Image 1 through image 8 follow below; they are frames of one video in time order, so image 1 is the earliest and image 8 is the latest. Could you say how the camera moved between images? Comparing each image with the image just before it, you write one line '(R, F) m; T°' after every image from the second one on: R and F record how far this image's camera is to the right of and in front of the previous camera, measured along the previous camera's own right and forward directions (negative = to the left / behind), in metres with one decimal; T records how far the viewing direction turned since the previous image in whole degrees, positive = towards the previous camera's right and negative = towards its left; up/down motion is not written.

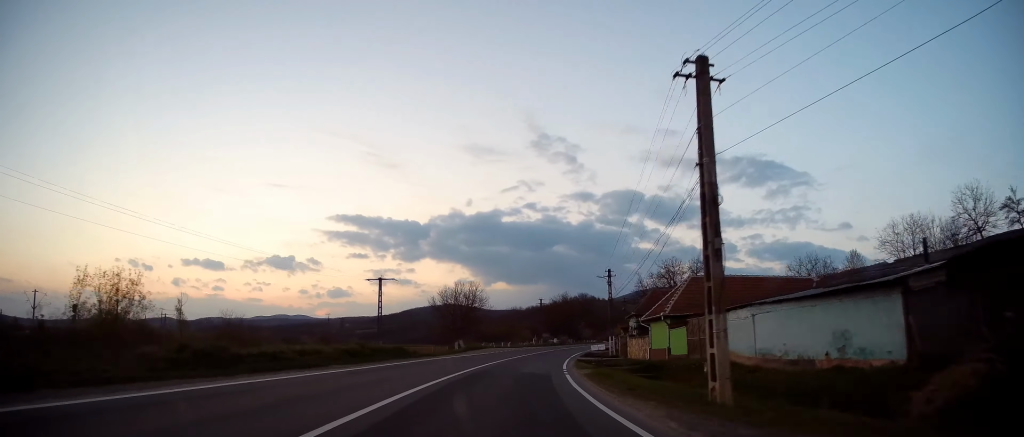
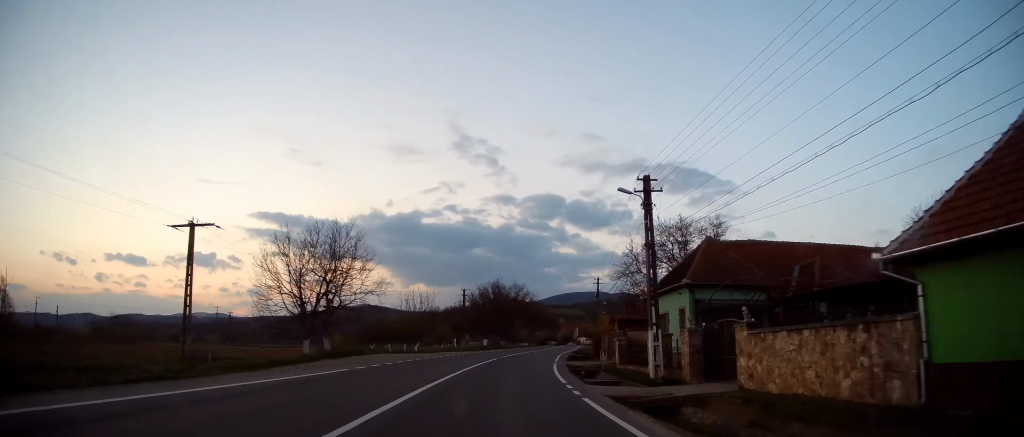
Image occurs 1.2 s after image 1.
(+1.2, +30.5) m; +6°
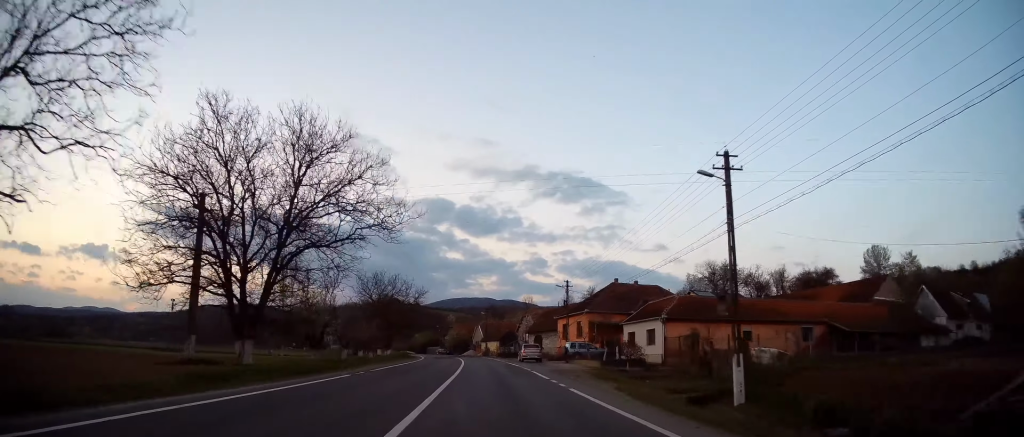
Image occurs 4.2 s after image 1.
(+10.1, +69.9) m; +15°
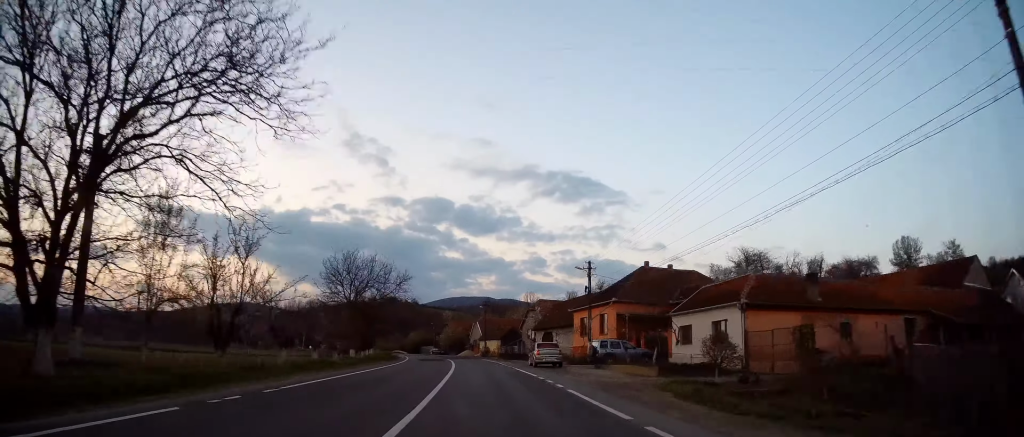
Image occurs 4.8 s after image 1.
(+0.2, +12.1) m; 0°
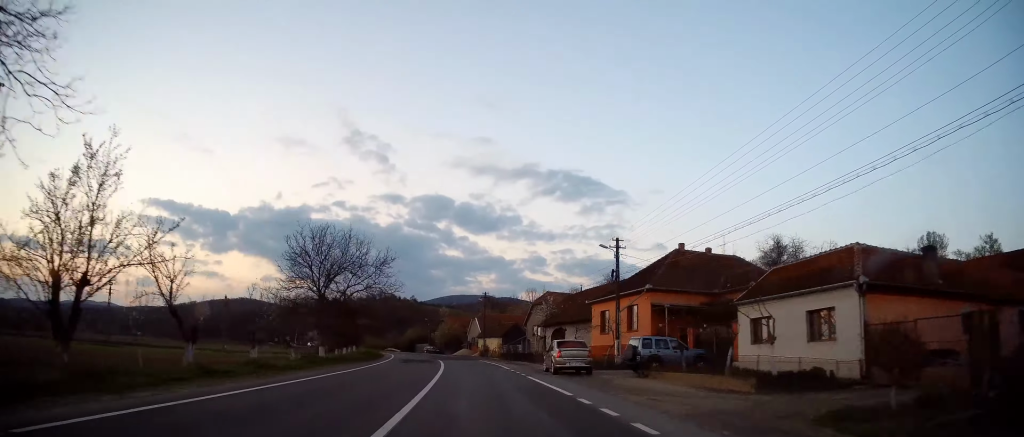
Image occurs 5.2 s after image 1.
(+0.2, +9.1) m; 0°
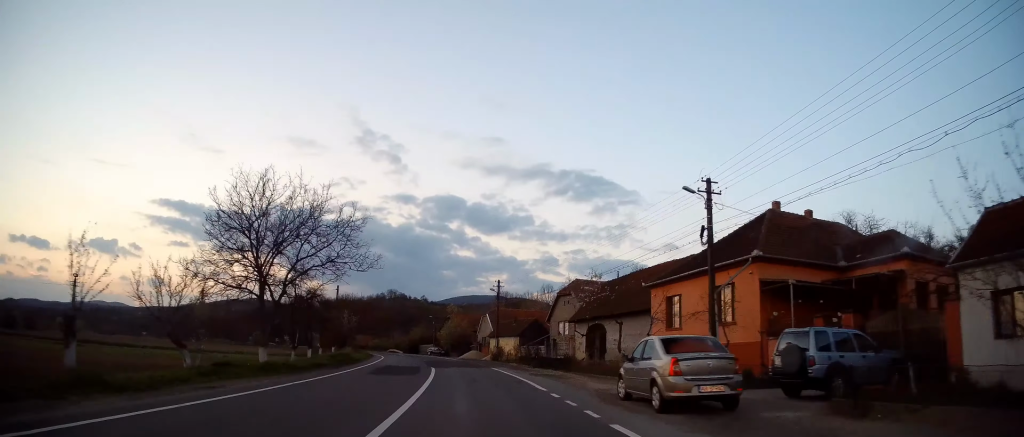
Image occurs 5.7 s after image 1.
(-0.1, +12.9) m; 0°
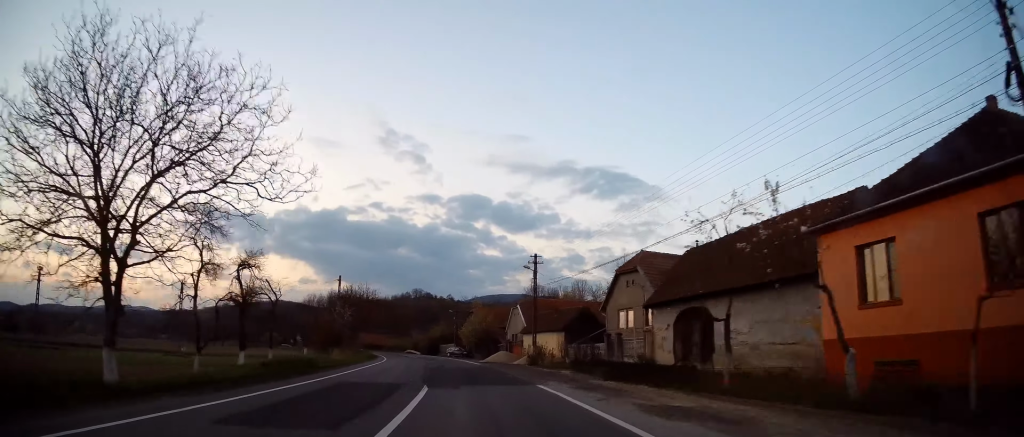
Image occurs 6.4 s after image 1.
(-0.1, +14.3) m; -1°
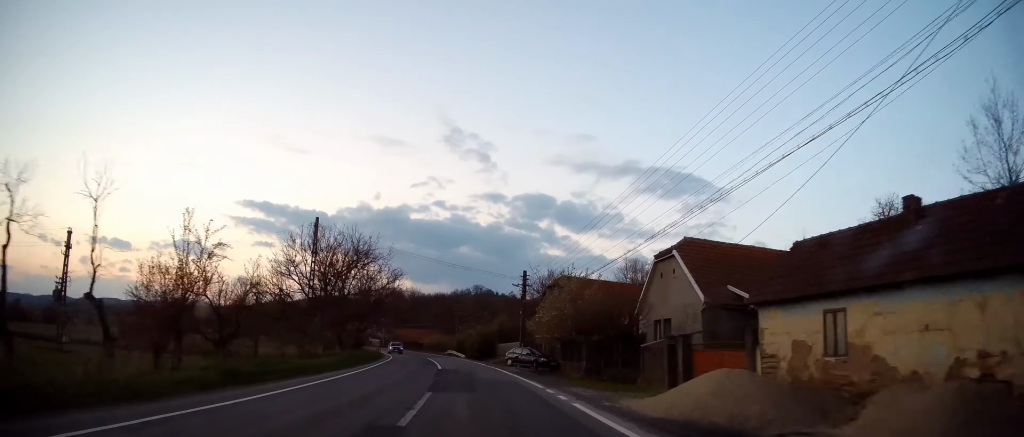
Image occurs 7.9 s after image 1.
(-1.1, +34.8) m; -5°
